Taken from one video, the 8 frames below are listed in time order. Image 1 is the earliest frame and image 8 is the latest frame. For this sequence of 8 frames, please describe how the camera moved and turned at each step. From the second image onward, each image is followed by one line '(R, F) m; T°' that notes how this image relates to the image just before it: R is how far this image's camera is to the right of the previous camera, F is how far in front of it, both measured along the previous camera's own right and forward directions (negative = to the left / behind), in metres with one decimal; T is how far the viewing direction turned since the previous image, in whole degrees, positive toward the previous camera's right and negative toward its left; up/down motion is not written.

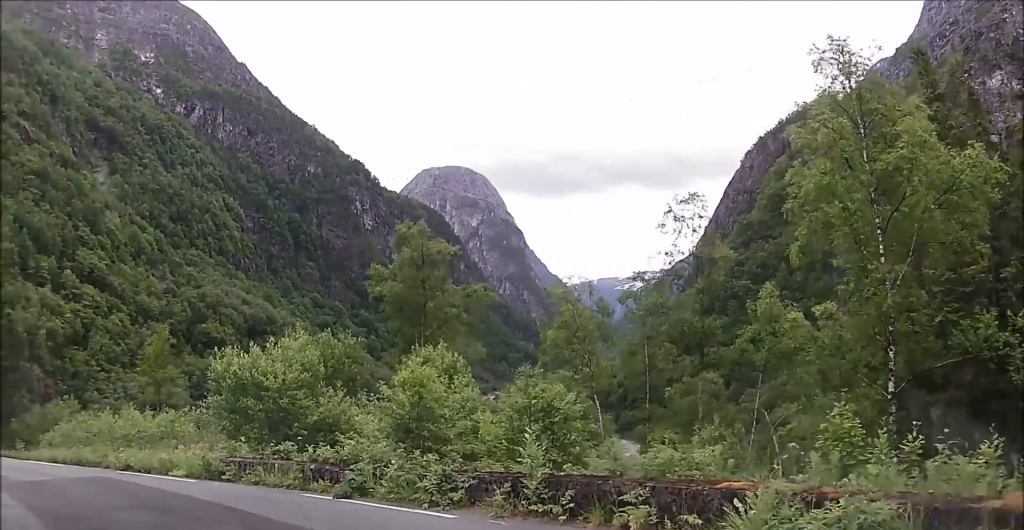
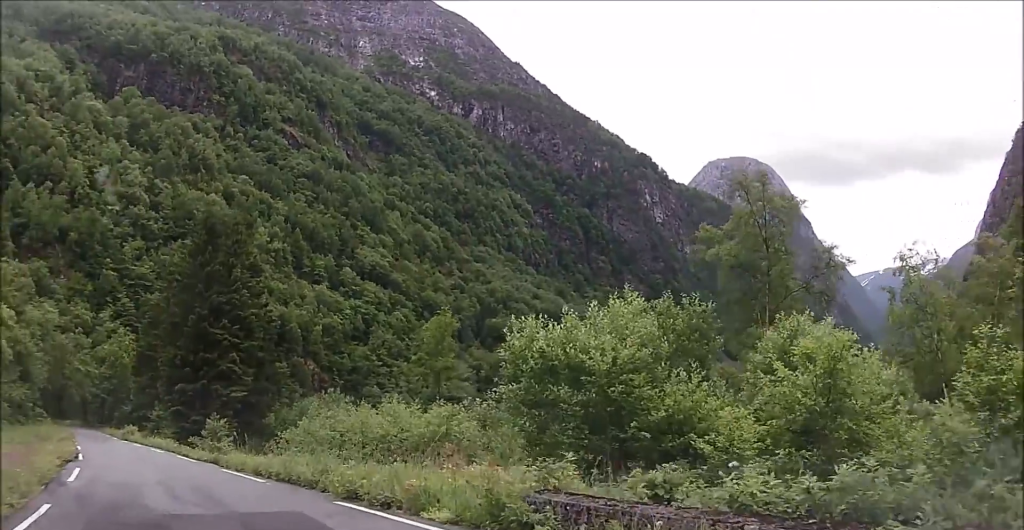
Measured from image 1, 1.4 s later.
(-2.0, +6.0) m; -33°
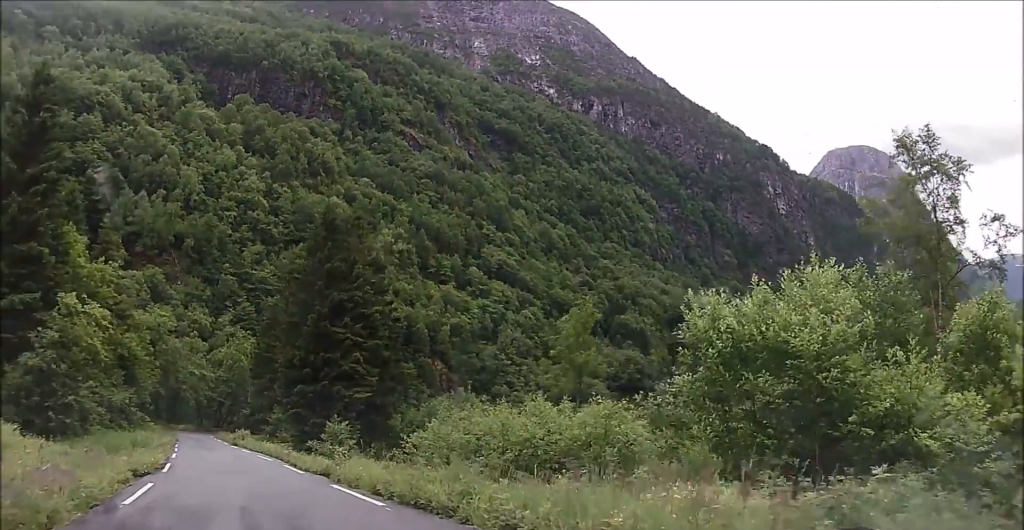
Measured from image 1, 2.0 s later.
(-0.3, +3.0) m; -13°
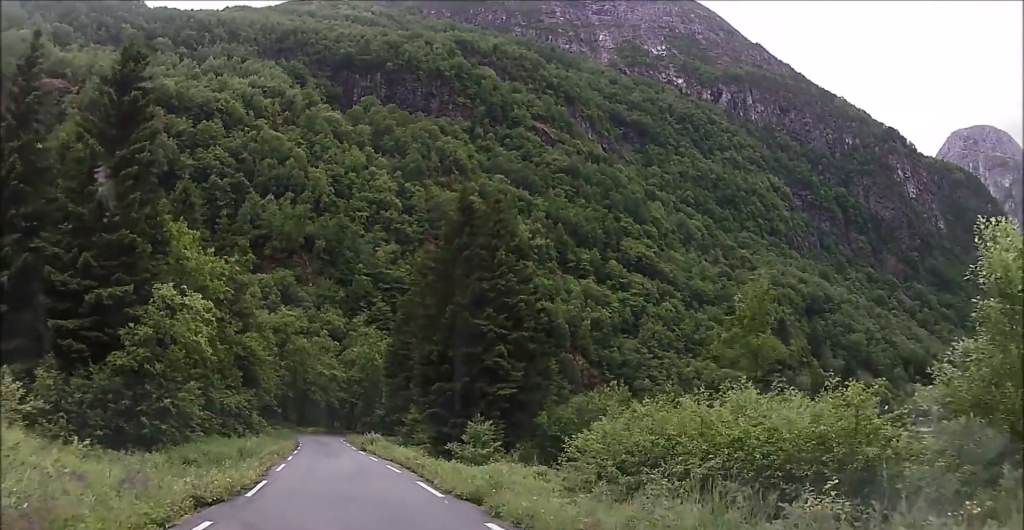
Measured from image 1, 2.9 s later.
(-0.5, +4.4) m; -9°
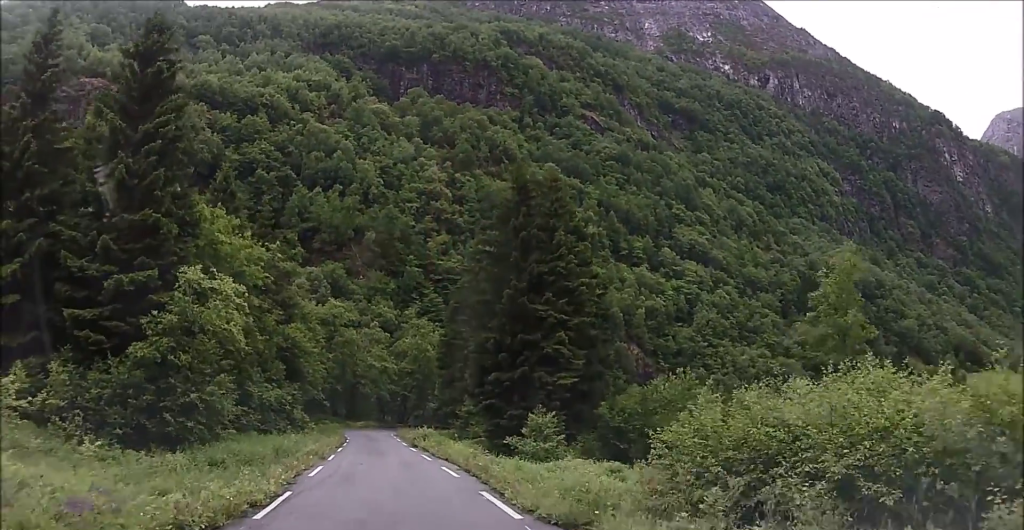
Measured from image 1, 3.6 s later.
(-0.1, +3.0) m; -2°
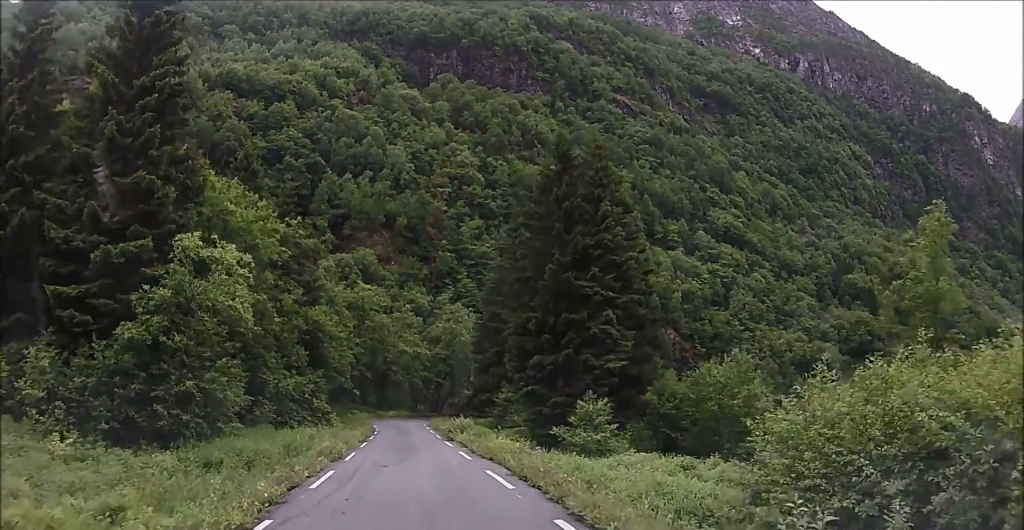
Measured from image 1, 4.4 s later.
(-0.1, +3.8) m; -3°
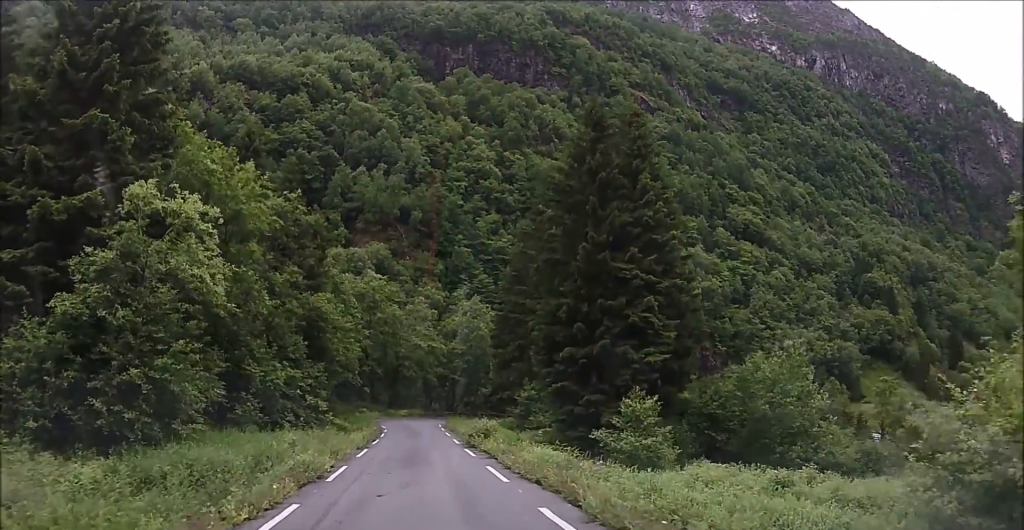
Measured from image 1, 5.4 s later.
(-0.2, +5.0) m; -2°
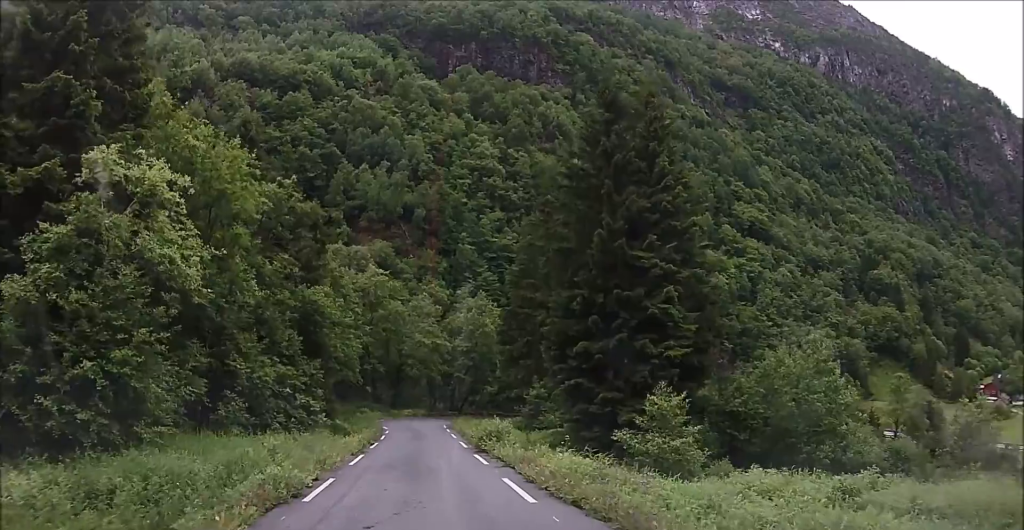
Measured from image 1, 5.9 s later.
(-0.1, +2.5) m; 0°
